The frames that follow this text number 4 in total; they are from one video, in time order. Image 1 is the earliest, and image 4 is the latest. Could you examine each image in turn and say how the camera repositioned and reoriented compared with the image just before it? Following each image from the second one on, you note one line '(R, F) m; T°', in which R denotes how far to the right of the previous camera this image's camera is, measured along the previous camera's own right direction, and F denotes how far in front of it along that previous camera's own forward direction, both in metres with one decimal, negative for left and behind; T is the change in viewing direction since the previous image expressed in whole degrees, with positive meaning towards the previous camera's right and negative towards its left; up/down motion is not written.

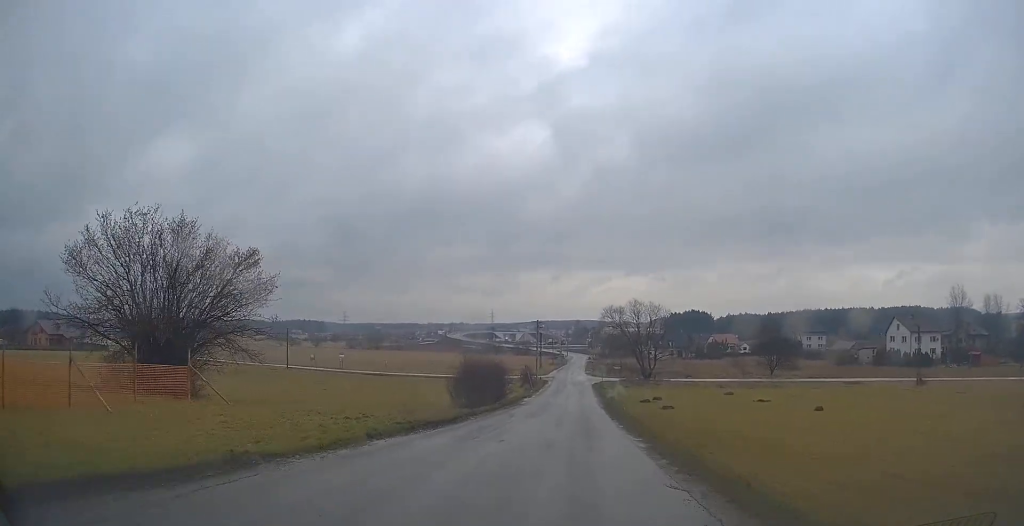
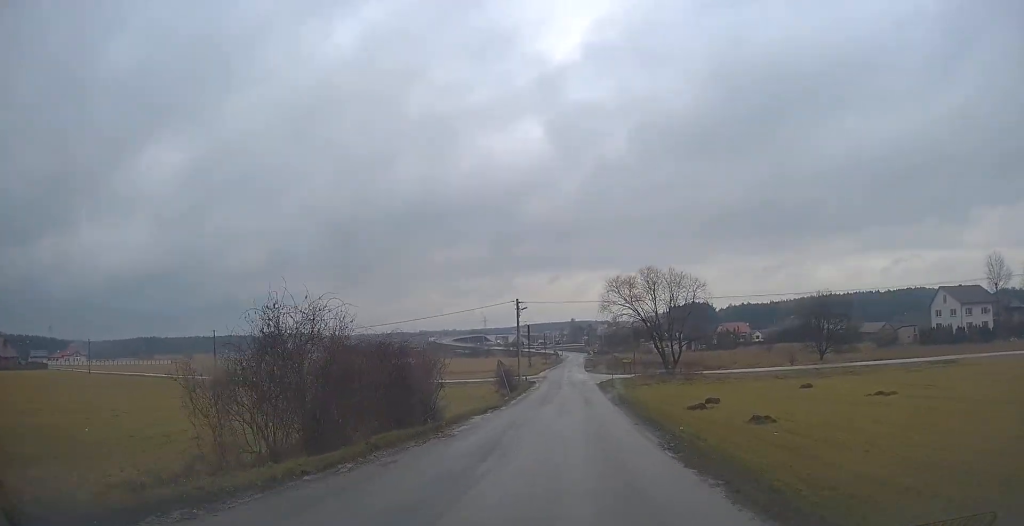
(0.0, +24.2) m; 0°
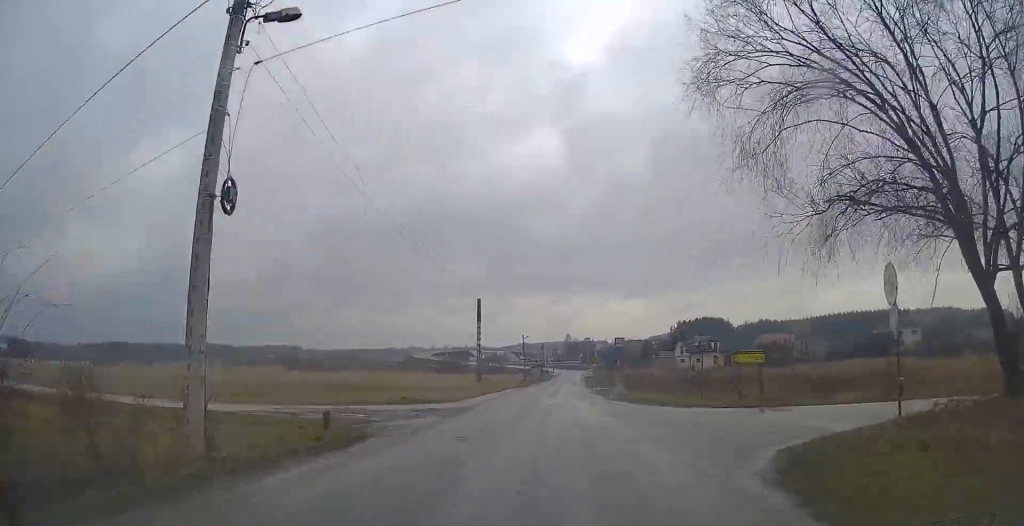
(+0.7, +55.6) m; +1°
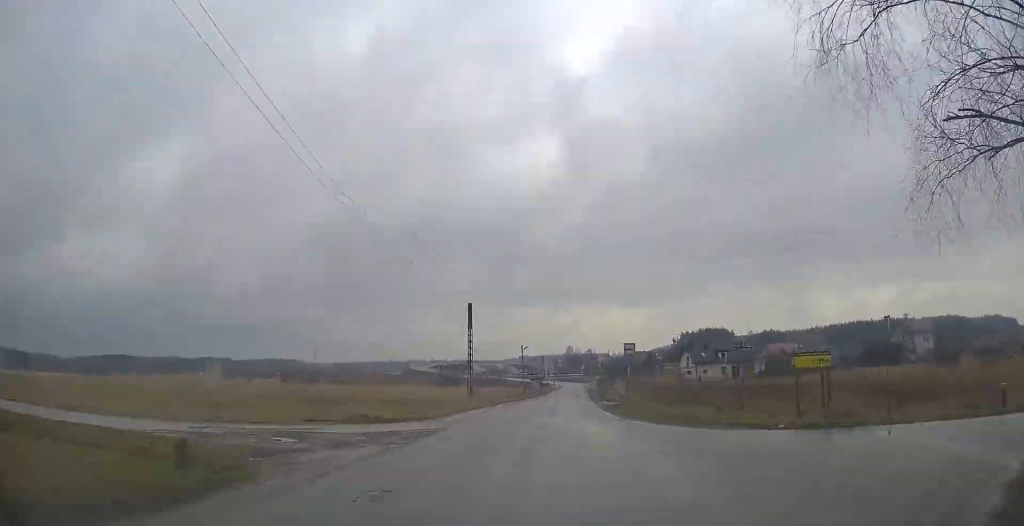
(-0.1, +5.8) m; 0°
